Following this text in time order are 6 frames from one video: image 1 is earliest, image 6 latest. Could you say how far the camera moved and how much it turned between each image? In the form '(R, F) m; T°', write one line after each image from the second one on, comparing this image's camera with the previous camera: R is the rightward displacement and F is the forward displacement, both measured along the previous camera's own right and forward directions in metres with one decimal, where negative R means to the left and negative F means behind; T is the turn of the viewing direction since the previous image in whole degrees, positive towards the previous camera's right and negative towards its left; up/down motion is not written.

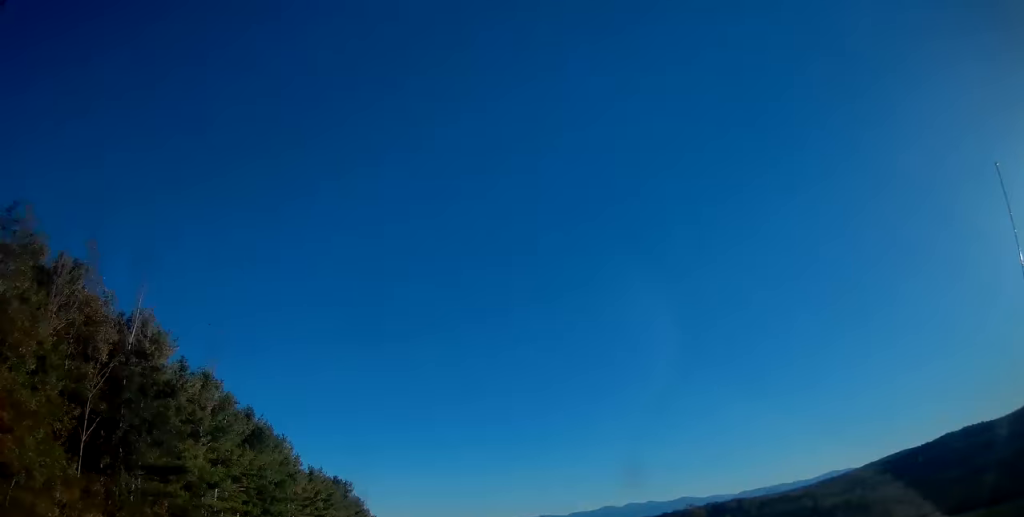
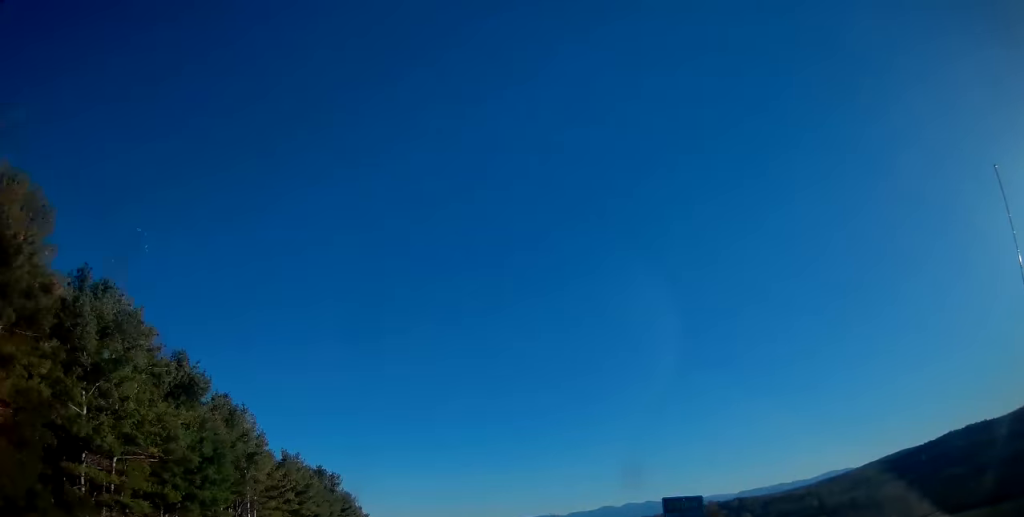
(0.0, +13.0) m; 0°
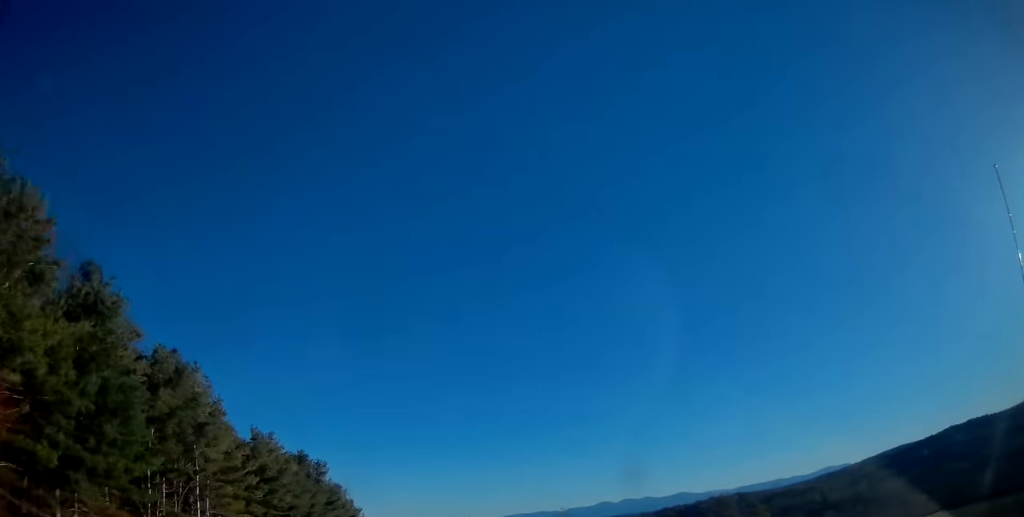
(0.0, +9.8) m; 0°
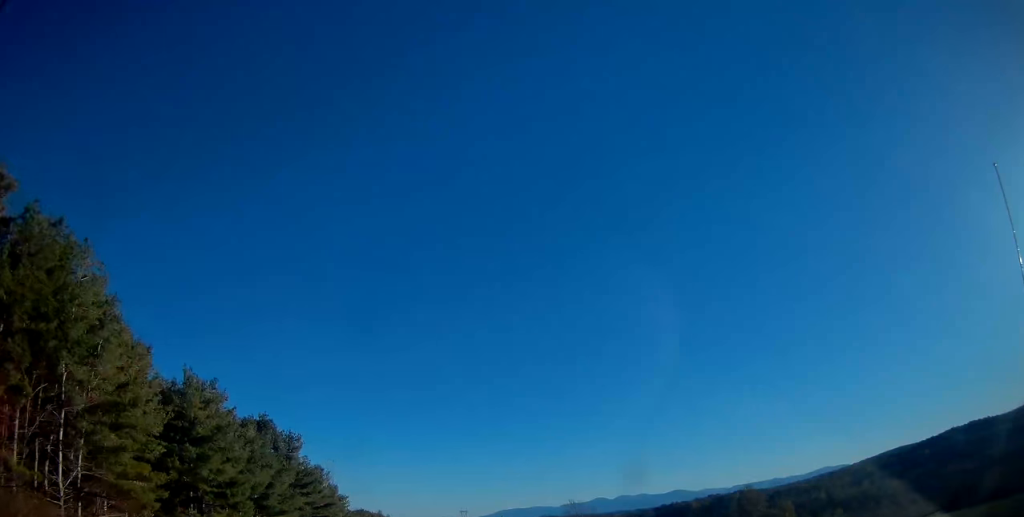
(0.0, +14.1) m; 0°
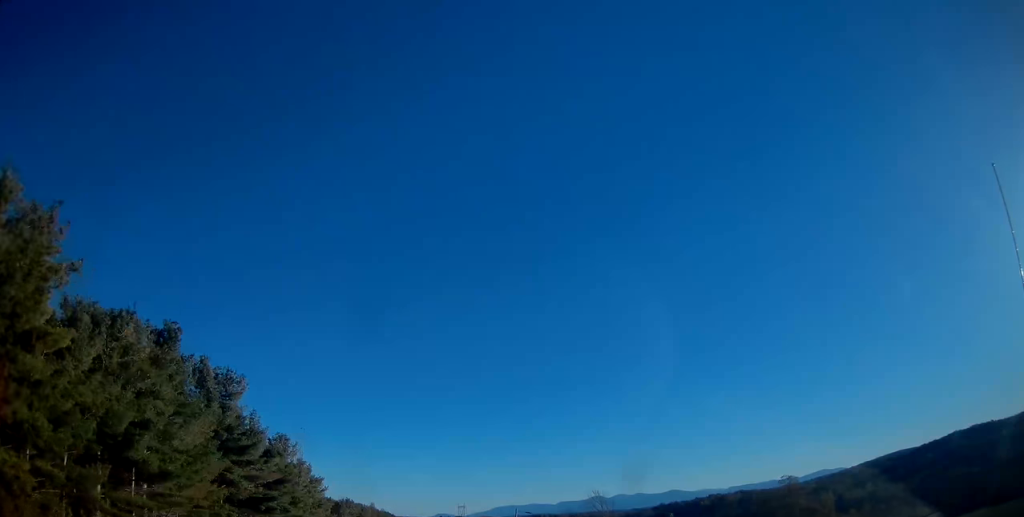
(0.0, +19.4) m; 0°
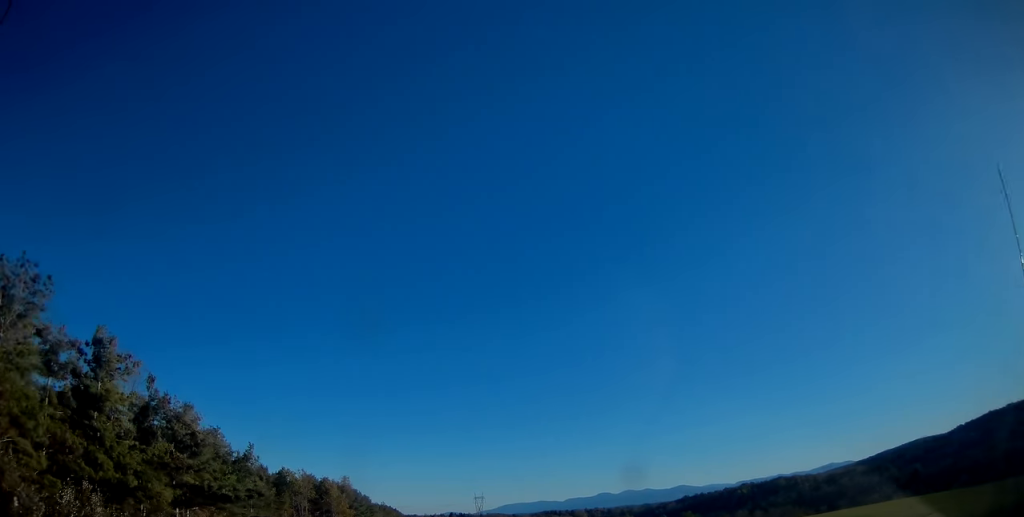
(+0.6, +94.7) m; 0°
